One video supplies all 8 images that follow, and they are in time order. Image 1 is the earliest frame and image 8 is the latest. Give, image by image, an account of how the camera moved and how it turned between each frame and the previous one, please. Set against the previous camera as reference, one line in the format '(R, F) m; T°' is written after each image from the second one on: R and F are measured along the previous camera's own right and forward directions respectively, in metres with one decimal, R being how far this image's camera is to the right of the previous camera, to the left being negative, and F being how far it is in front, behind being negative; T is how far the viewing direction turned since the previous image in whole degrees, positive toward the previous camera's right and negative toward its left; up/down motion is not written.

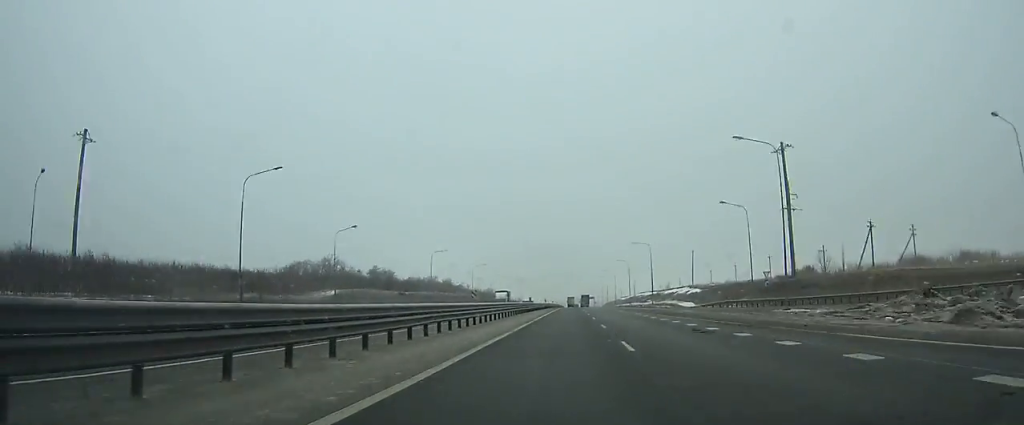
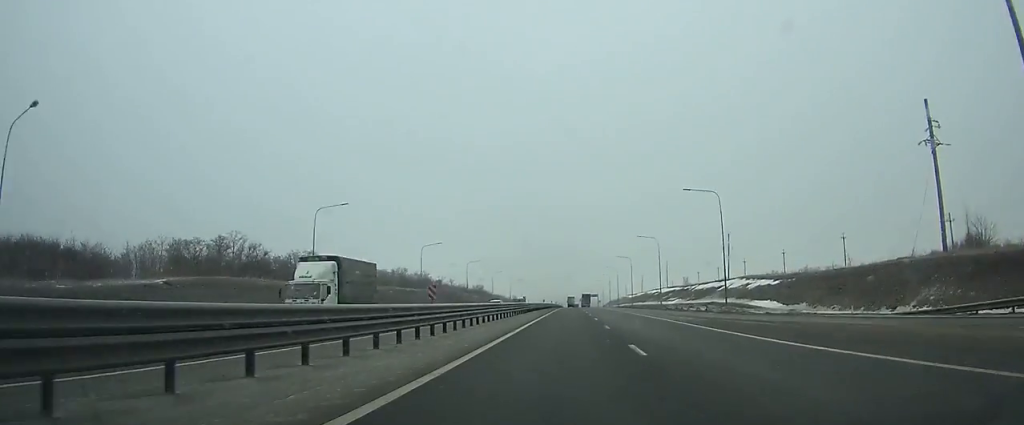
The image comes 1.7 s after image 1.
(-0.1, +49.6) m; 0°
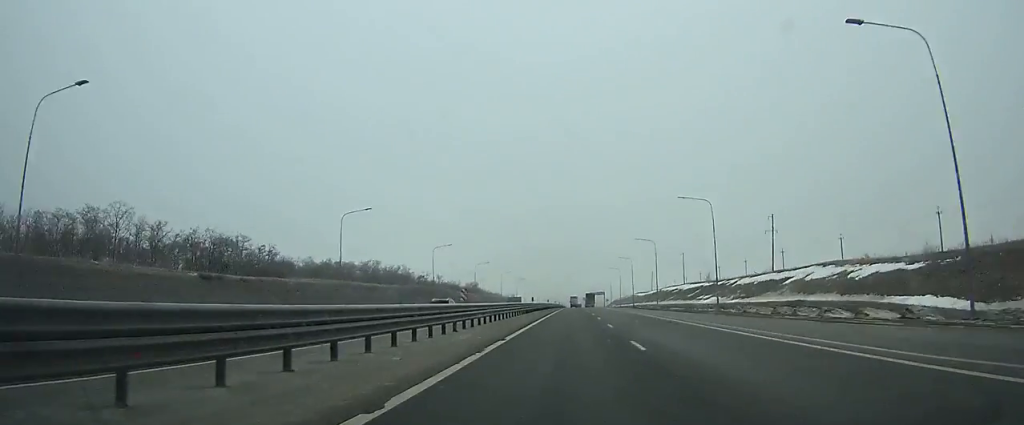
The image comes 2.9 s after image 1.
(0.0, +34.0) m; 0°
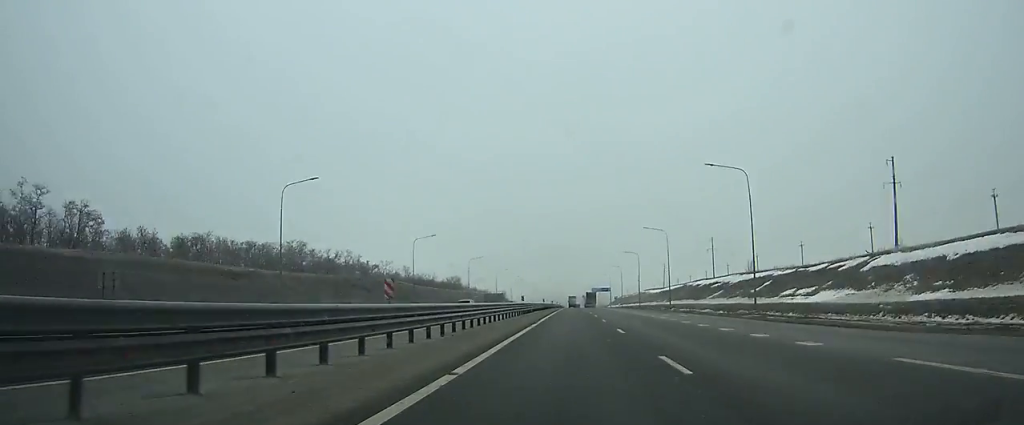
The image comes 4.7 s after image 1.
(-0.1, +49.7) m; 0°
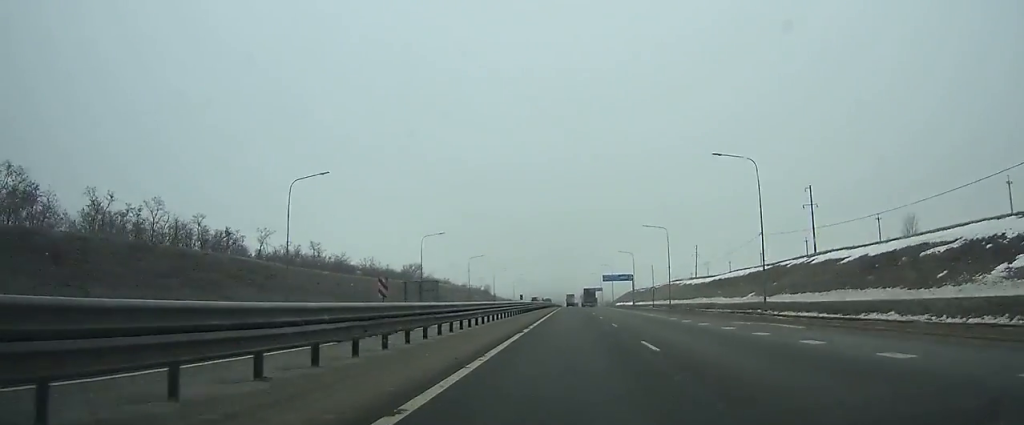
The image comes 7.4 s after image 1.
(0.0, +72.3) m; 0°
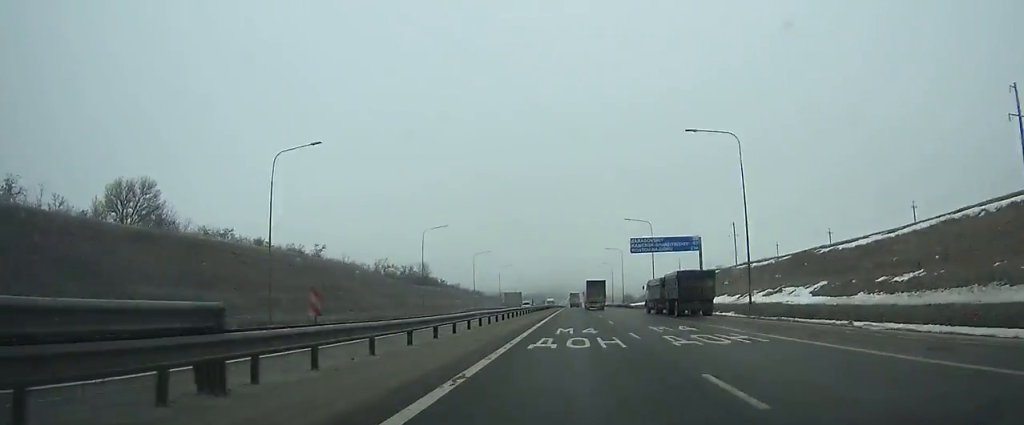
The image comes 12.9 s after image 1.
(+0.1, +153.4) m; 0°
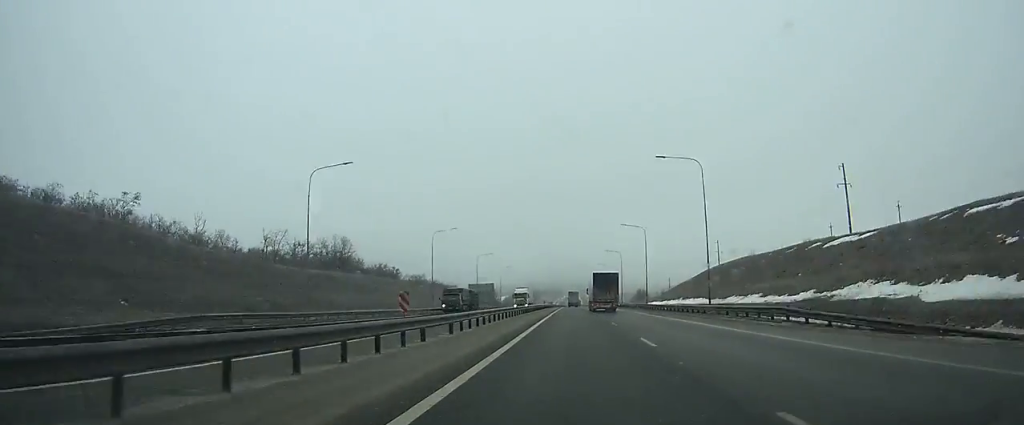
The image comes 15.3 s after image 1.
(+0.1, +70.9) m; 0°
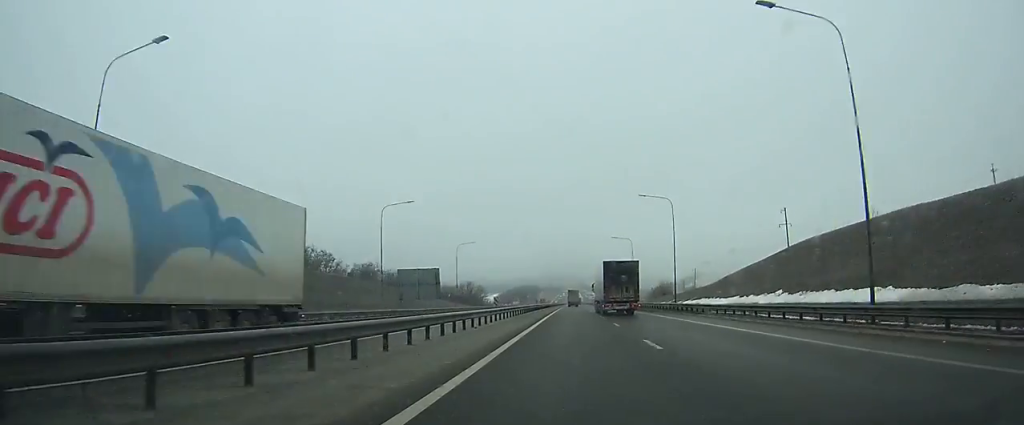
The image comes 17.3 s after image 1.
(0.0, +60.3) m; 0°
